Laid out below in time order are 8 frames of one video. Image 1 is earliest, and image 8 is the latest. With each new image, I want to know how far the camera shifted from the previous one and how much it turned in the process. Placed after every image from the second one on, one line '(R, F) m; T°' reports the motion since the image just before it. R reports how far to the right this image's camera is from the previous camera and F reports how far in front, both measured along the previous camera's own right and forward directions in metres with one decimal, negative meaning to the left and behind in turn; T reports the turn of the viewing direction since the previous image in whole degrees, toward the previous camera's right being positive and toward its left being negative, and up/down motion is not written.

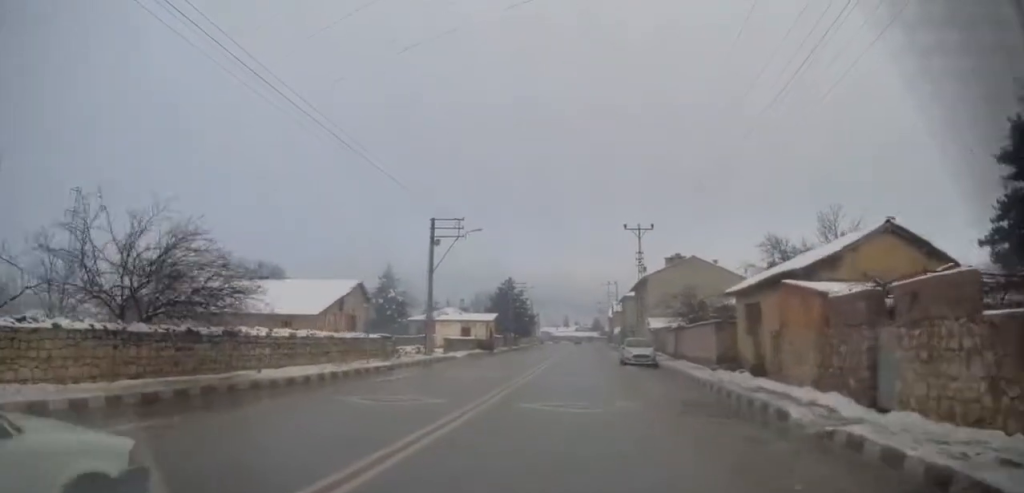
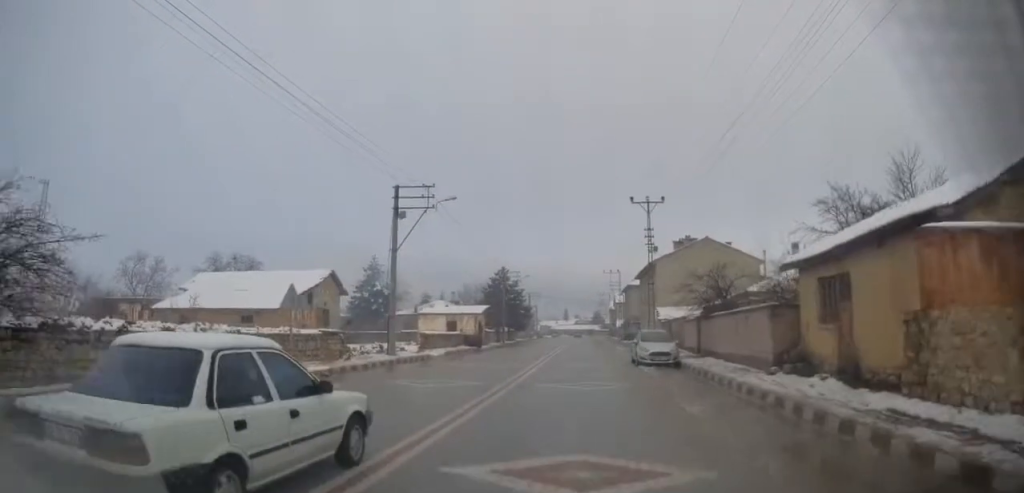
(-0.1, +6.6) m; -1°
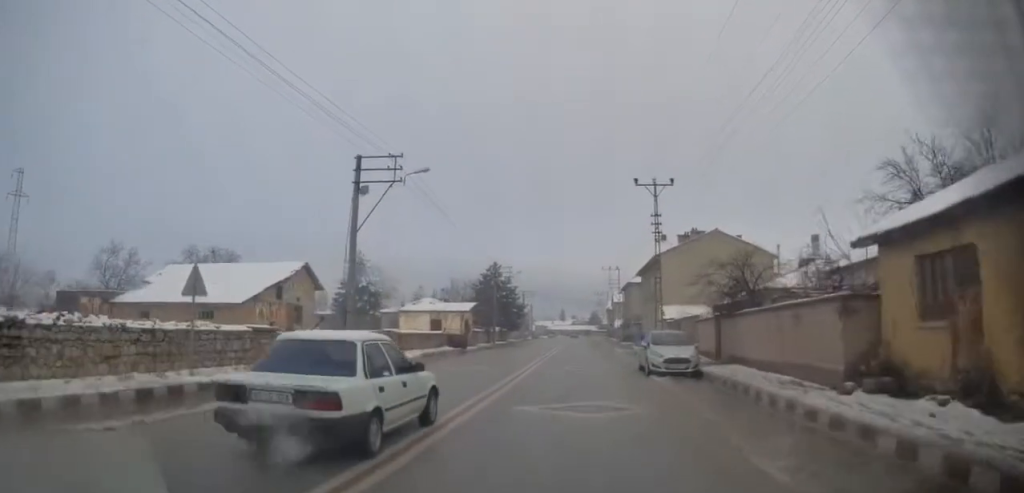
(0.0, +4.5) m; 0°
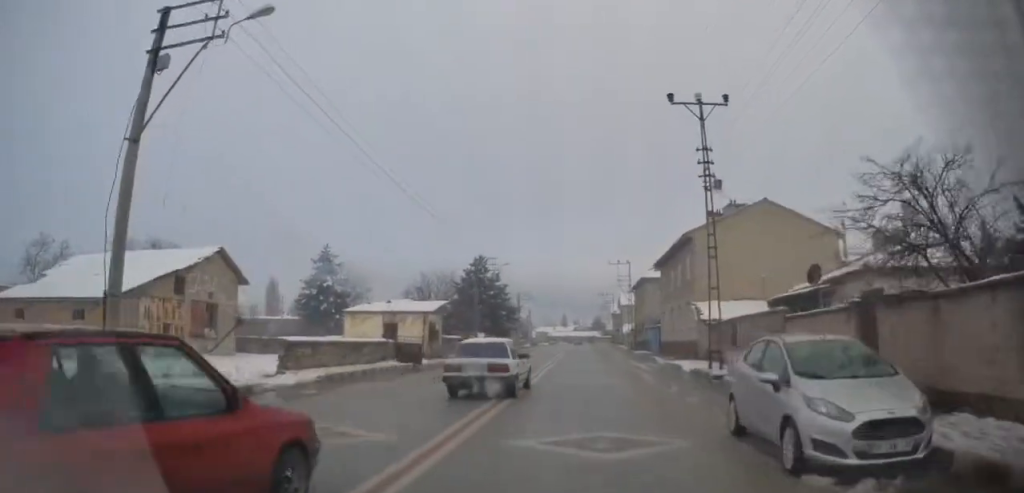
(+0.1, +11.8) m; +2°
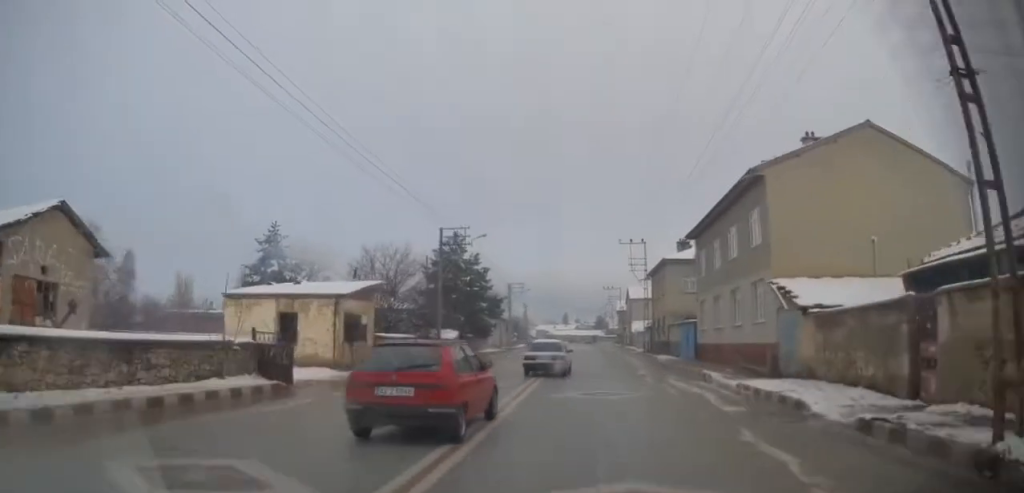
(+0.3, +13.6) m; +1°
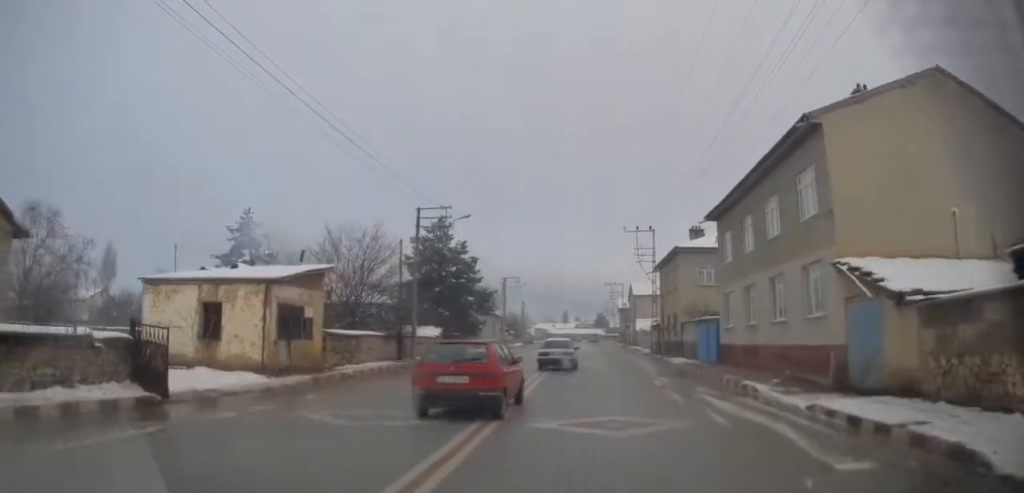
(-0.1, +5.3) m; -1°
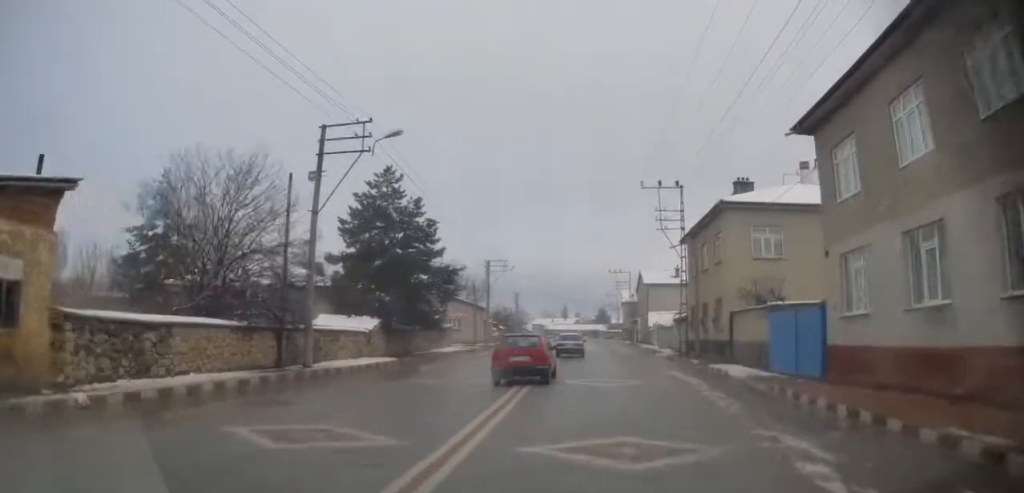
(-0.1, +12.1) m; -1°
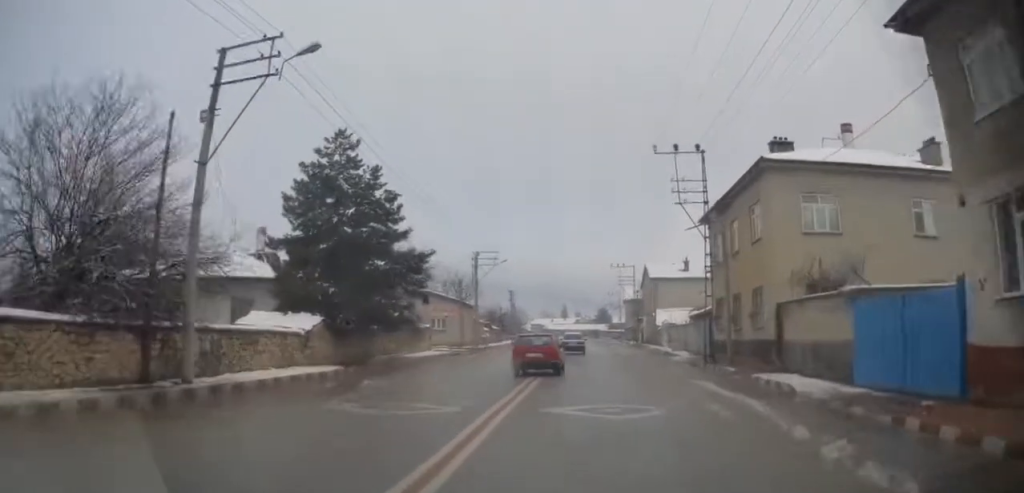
(0.0, +6.3) m; +1°
